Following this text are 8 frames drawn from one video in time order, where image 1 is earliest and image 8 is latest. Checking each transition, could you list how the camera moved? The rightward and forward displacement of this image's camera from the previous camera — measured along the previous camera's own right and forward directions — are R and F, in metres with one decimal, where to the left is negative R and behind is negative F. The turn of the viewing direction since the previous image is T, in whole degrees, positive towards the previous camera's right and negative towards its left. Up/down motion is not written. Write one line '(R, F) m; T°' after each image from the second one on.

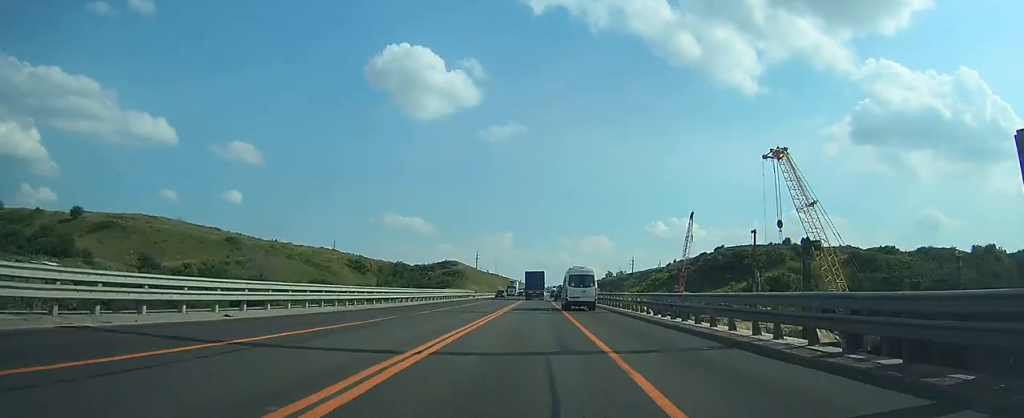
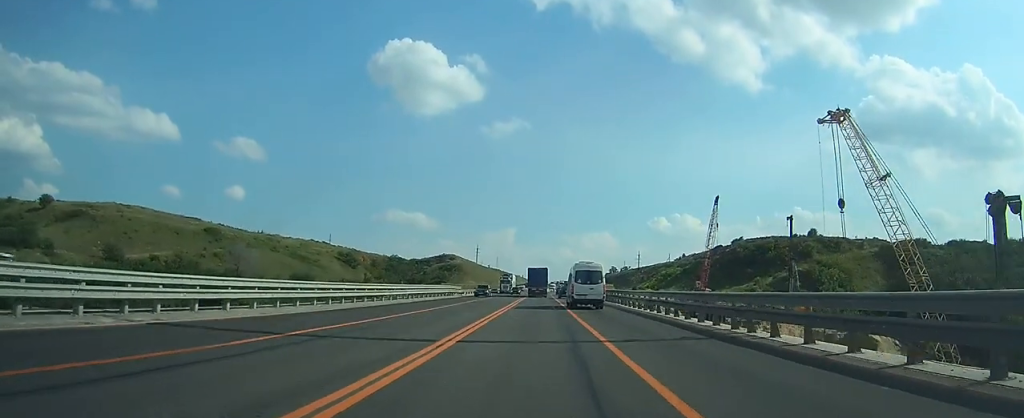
(-0.1, +18.9) m; 0°
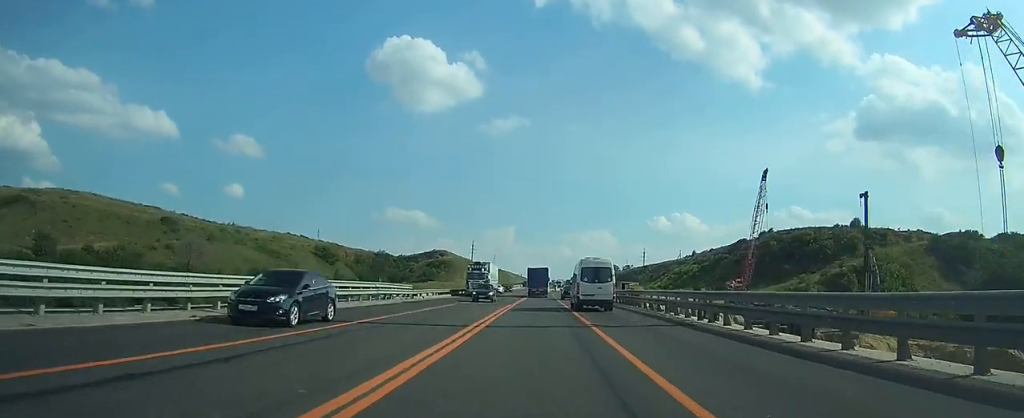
(-0.1, +28.5) m; 0°
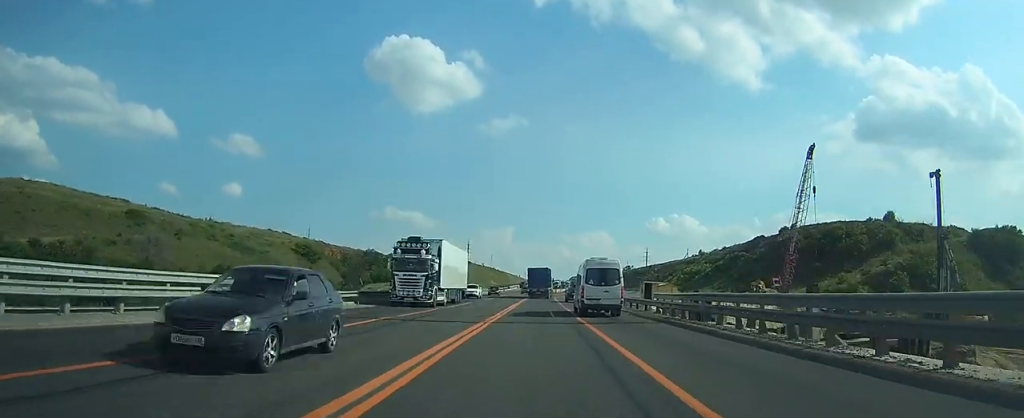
(0.0, +18.6) m; 0°
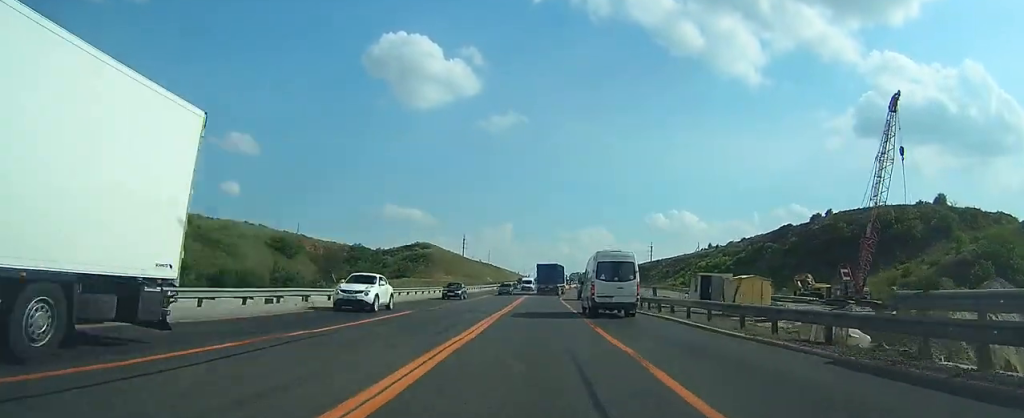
(0.0, +22.4) m; 0°
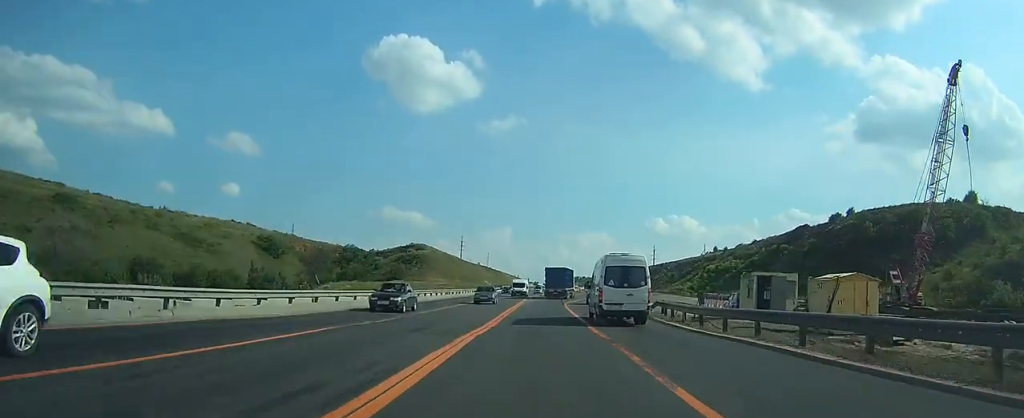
(0.0, +11.1) m; 0°
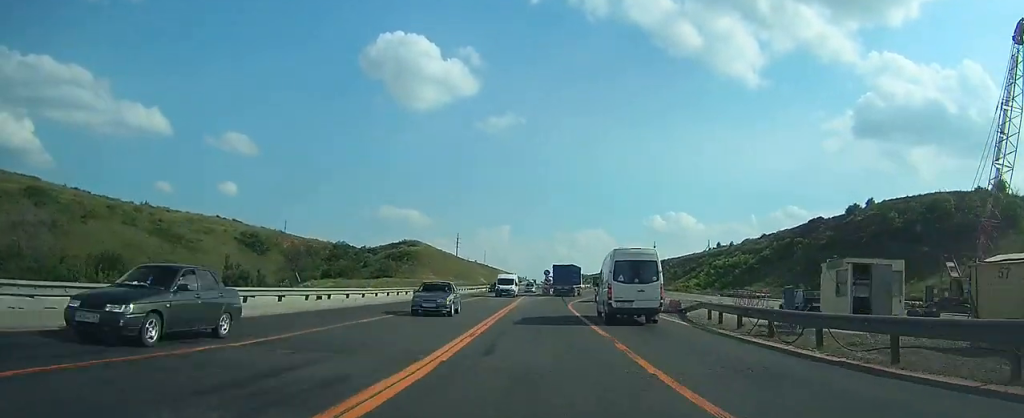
(0.0, +10.2) m; 0°
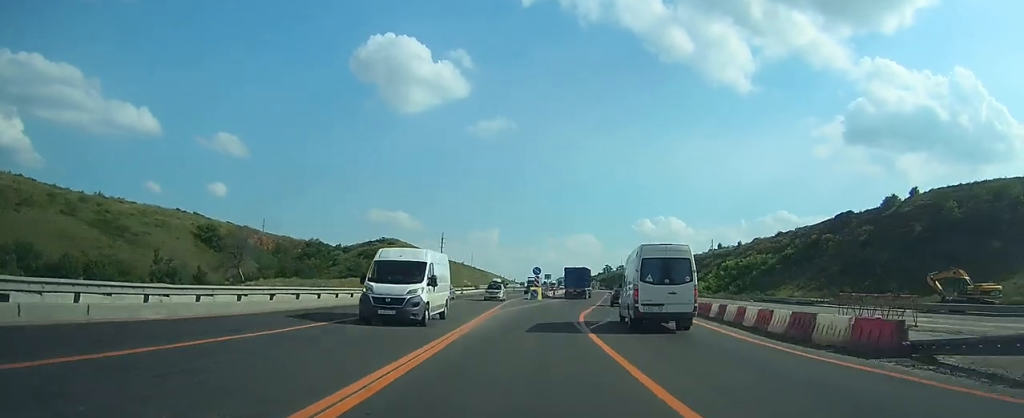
(0.0, +20.9) m; 0°
